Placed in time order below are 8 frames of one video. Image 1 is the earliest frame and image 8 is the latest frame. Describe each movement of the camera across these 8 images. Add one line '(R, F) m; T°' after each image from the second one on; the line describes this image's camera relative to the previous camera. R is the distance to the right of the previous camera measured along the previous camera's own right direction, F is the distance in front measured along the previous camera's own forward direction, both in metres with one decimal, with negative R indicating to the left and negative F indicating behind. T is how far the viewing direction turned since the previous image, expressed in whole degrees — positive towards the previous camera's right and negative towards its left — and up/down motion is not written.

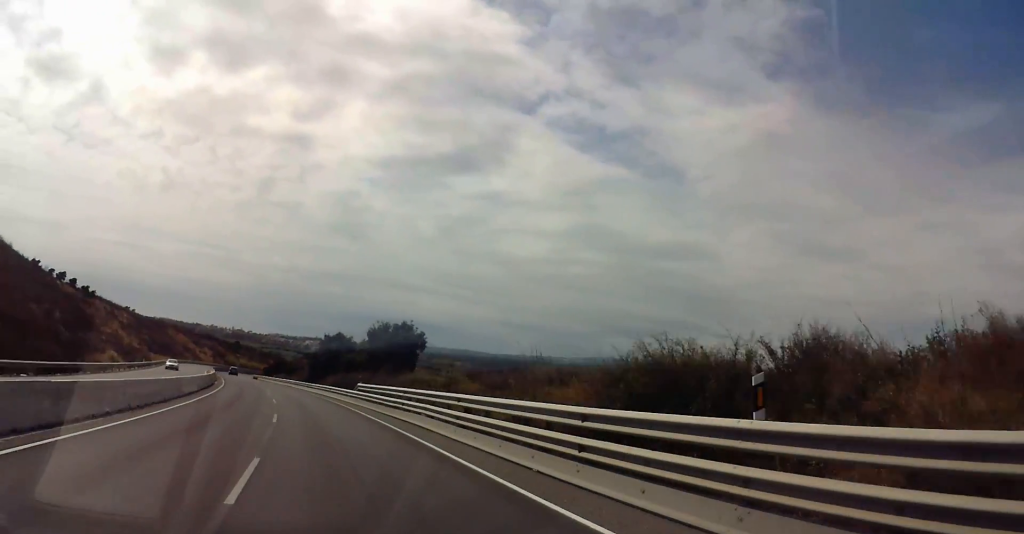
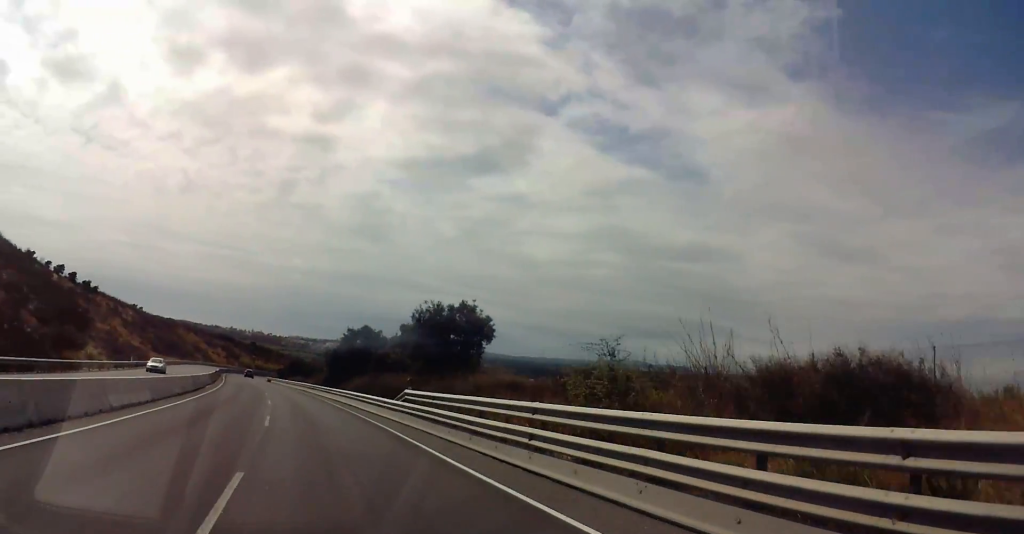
(-0.2, +14.1) m; -1°
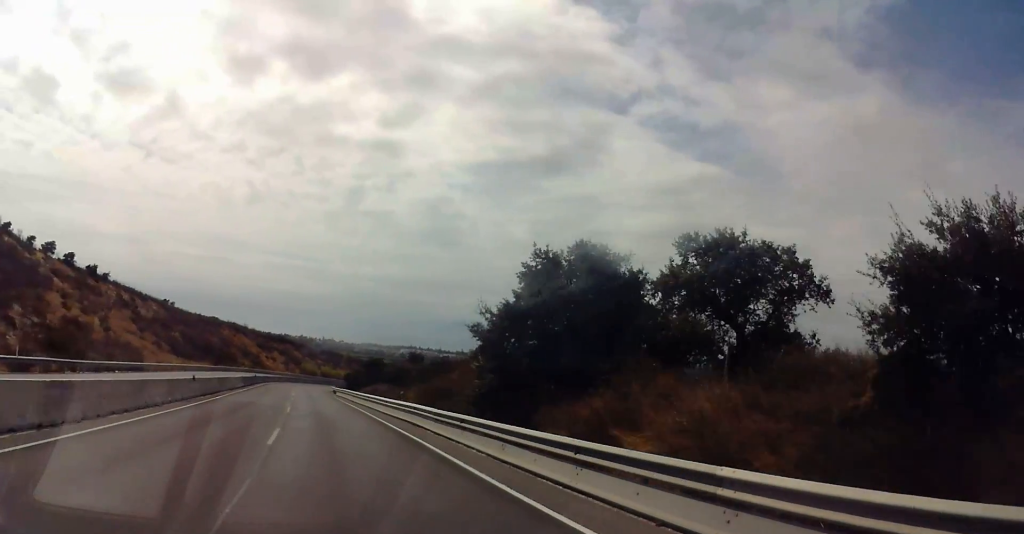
(-1.4, +41.4) m; -4°
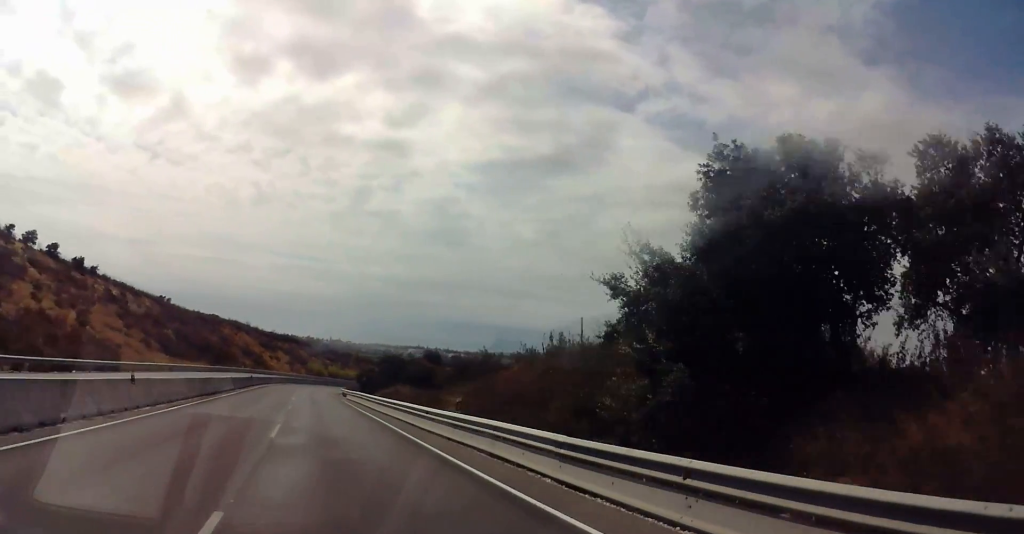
(-0.2, +10.8) m; 0°
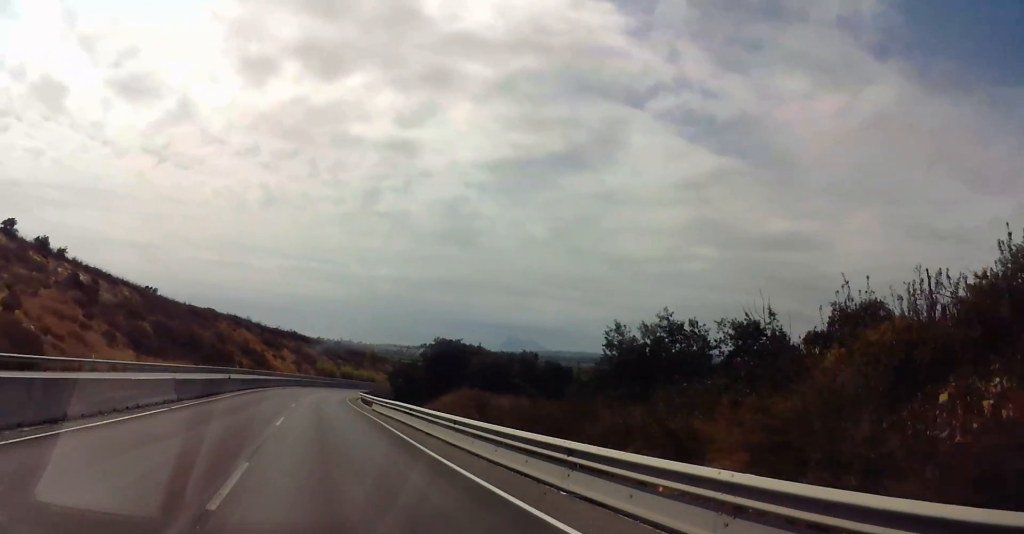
(+0.3, +20.2) m; 0°
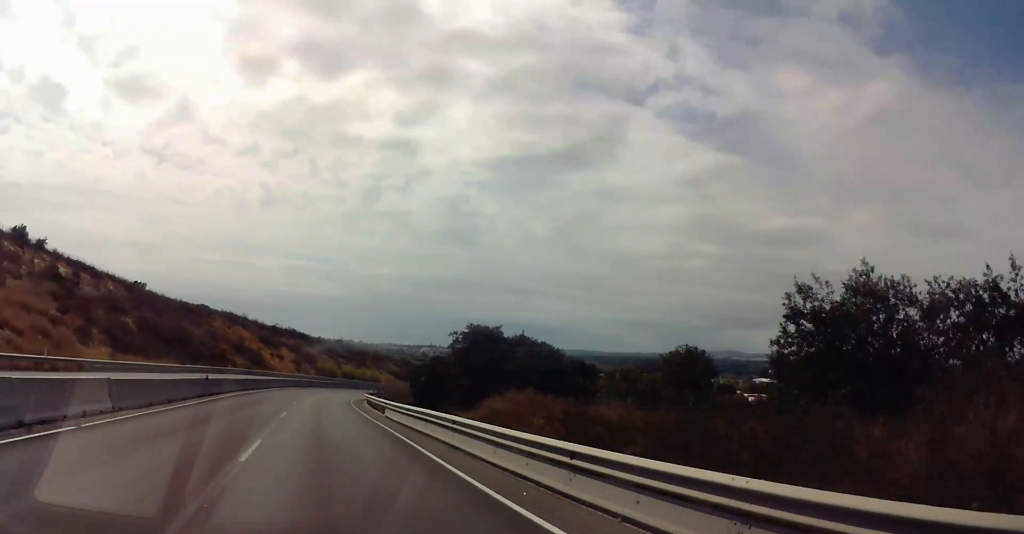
(-0.2, +8.4) m; 0°
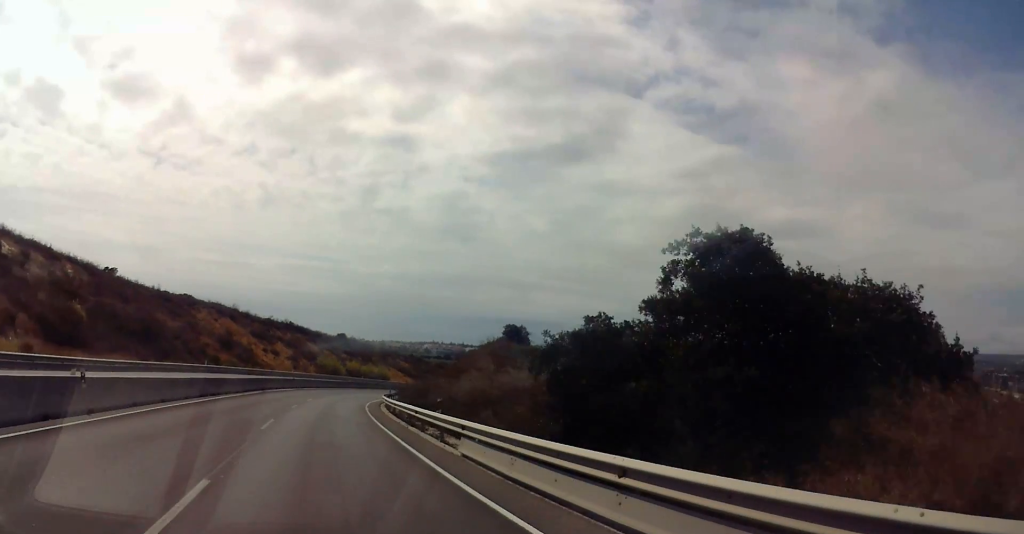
(-0.2, +18.4) m; 0°
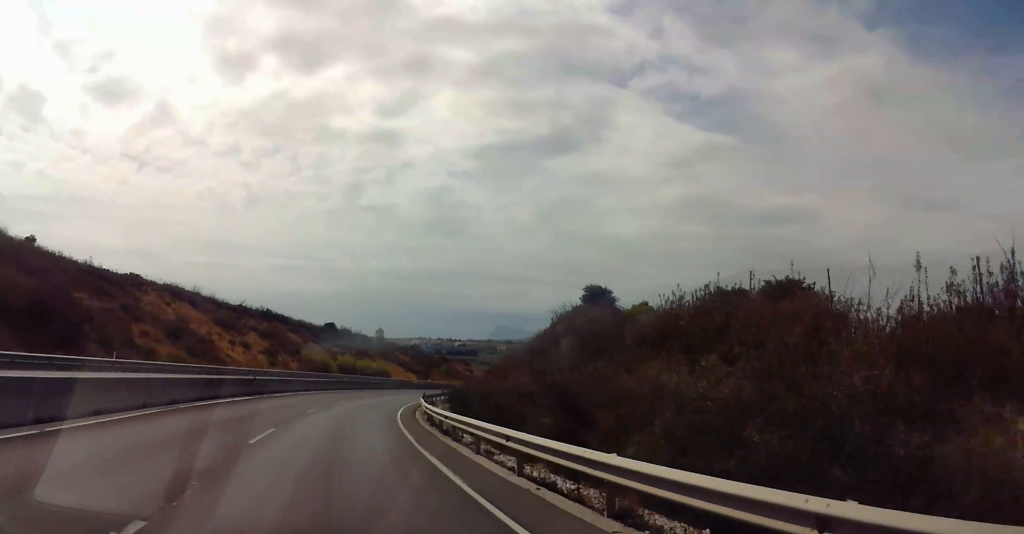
(0.0, +27.2) m; 0°
